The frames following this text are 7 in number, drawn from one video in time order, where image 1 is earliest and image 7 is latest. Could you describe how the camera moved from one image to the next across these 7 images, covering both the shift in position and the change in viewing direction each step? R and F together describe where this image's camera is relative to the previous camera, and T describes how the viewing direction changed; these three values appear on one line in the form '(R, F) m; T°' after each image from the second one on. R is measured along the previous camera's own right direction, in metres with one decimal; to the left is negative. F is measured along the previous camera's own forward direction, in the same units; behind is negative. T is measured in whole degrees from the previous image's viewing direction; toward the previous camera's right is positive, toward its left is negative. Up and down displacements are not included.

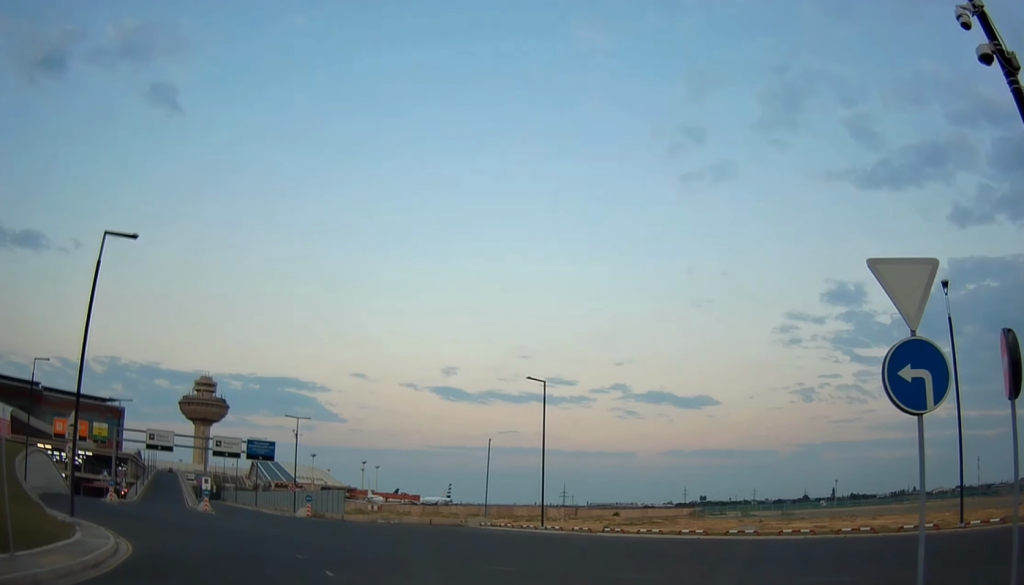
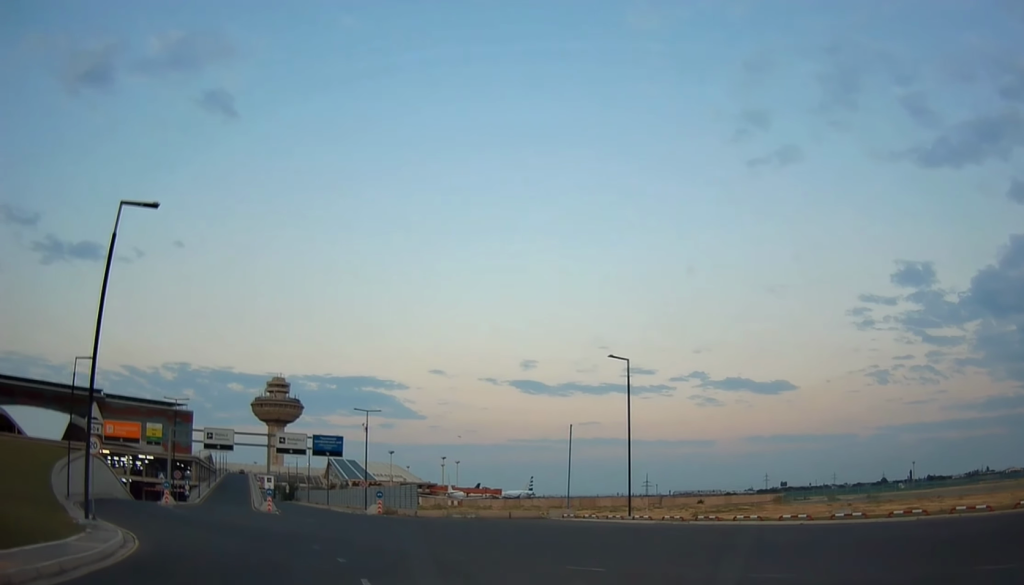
(+0.5, +3.8) m; -10°
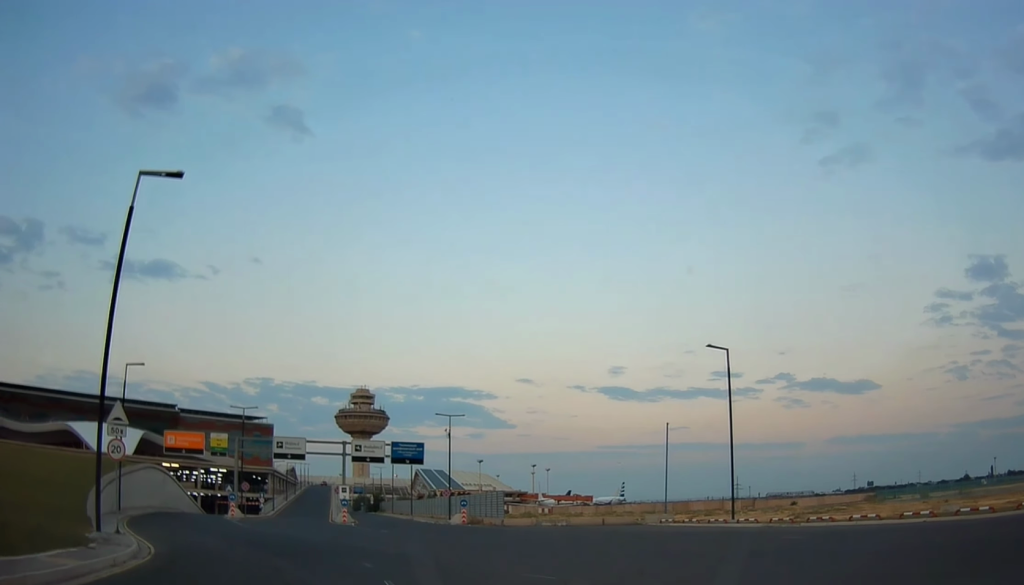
(-1.1, +3.4) m; -13°
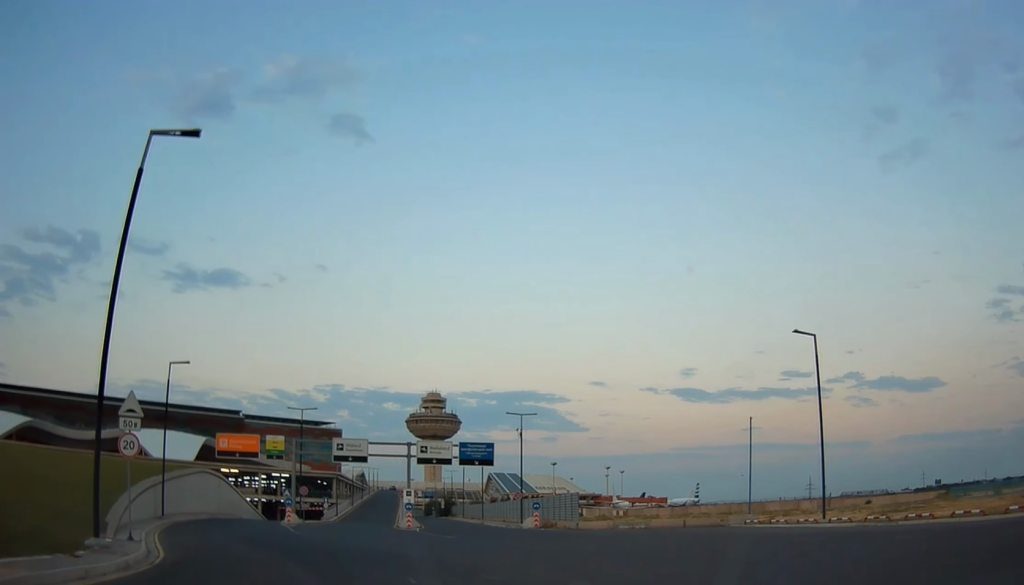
(+0.1, +3.1) m; -2°
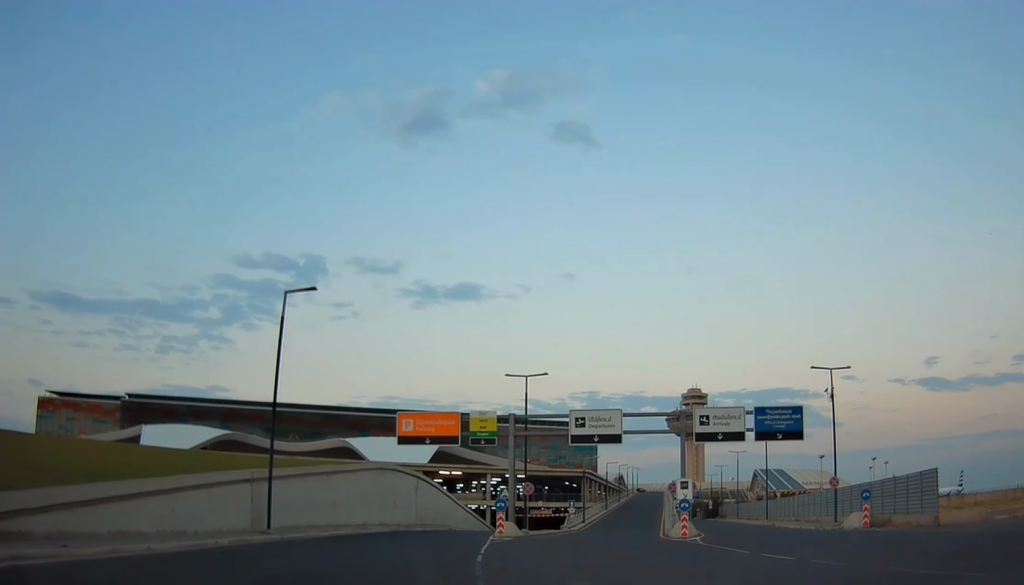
(-3.2, +17.1) m; -19°
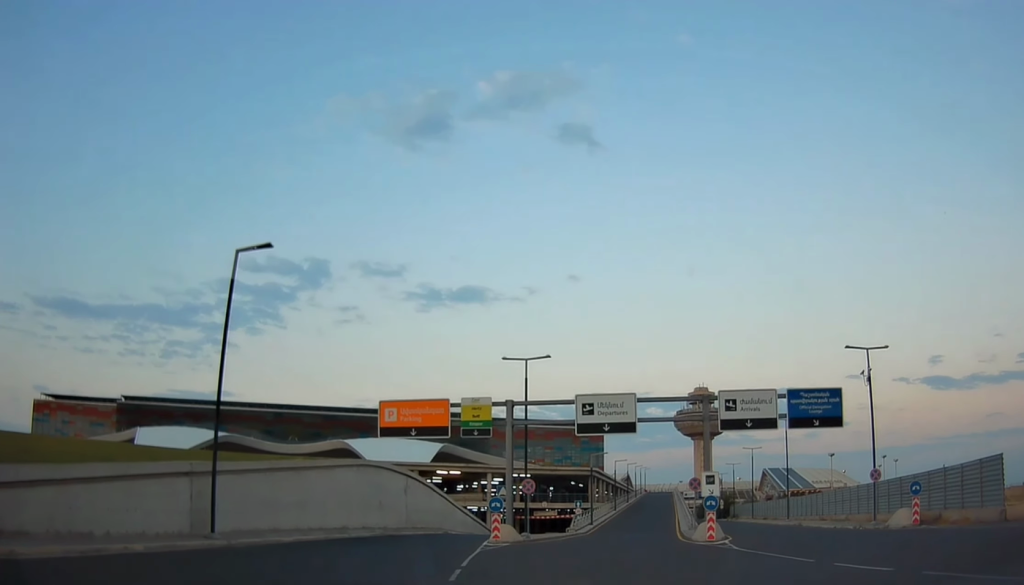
(0.0, +5.3) m; 0°
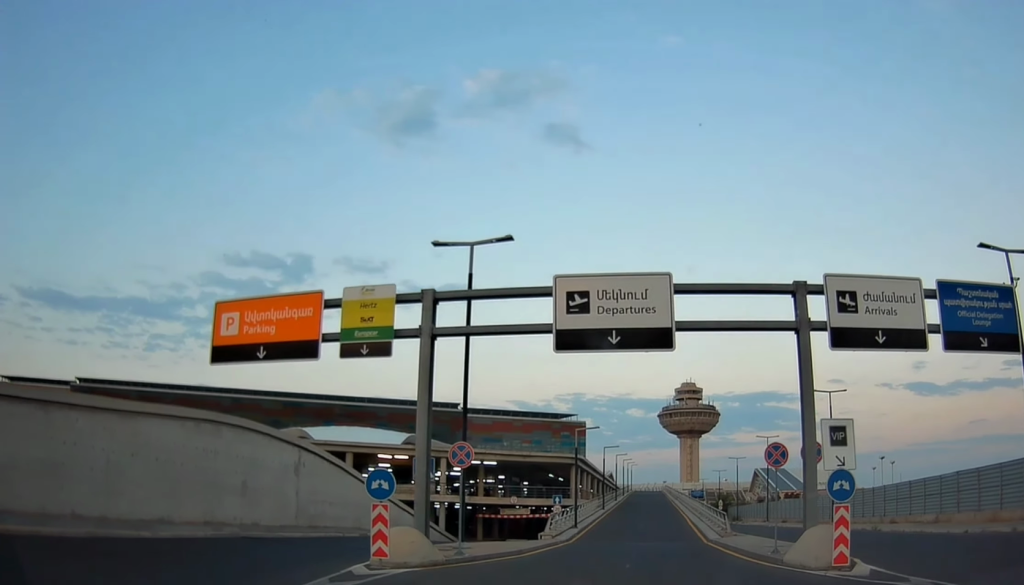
(+0.4, +16.8) m; +3°
